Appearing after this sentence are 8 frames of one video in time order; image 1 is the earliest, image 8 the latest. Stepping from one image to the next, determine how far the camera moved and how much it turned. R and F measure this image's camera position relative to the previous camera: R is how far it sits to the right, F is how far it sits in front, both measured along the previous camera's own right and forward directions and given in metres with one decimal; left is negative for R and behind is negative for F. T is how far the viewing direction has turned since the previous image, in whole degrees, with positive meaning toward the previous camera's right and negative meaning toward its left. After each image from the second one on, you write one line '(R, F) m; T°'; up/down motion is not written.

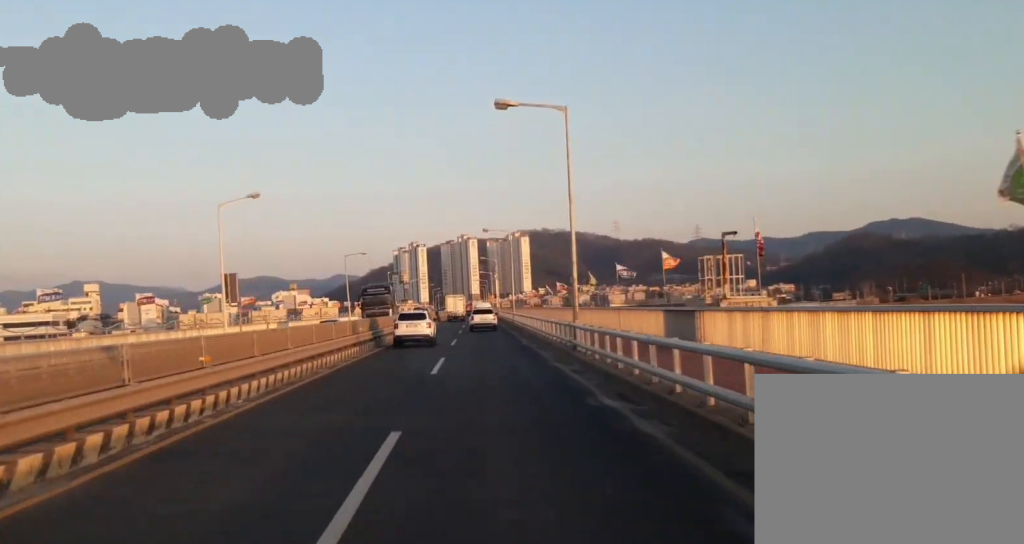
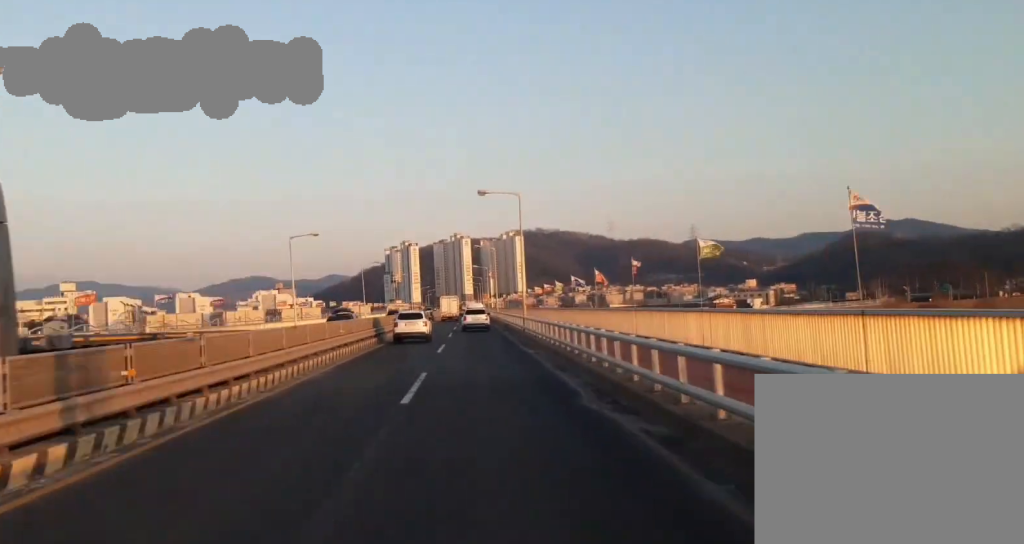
(0.0, +26.5) m; 0°
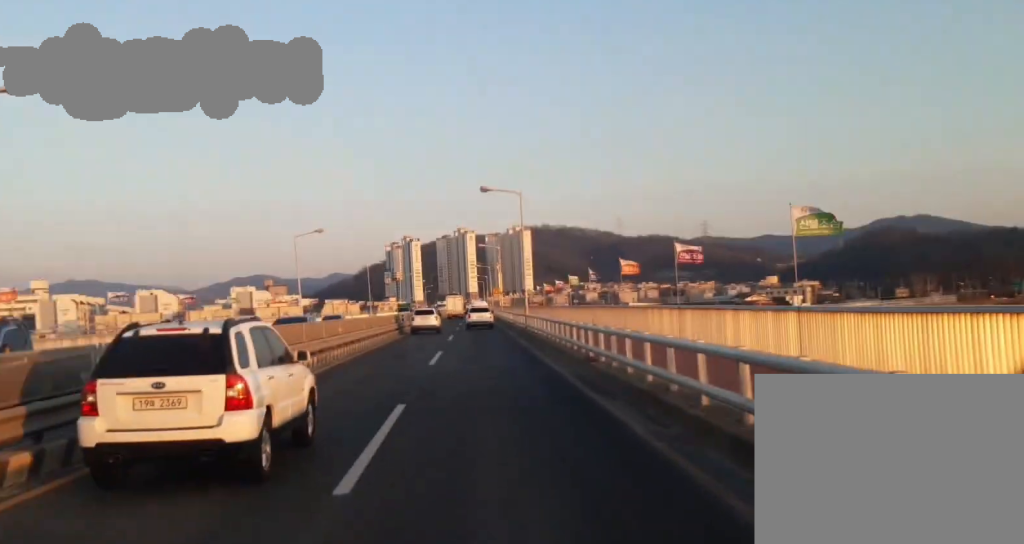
(0.0, +51.1) m; 0°
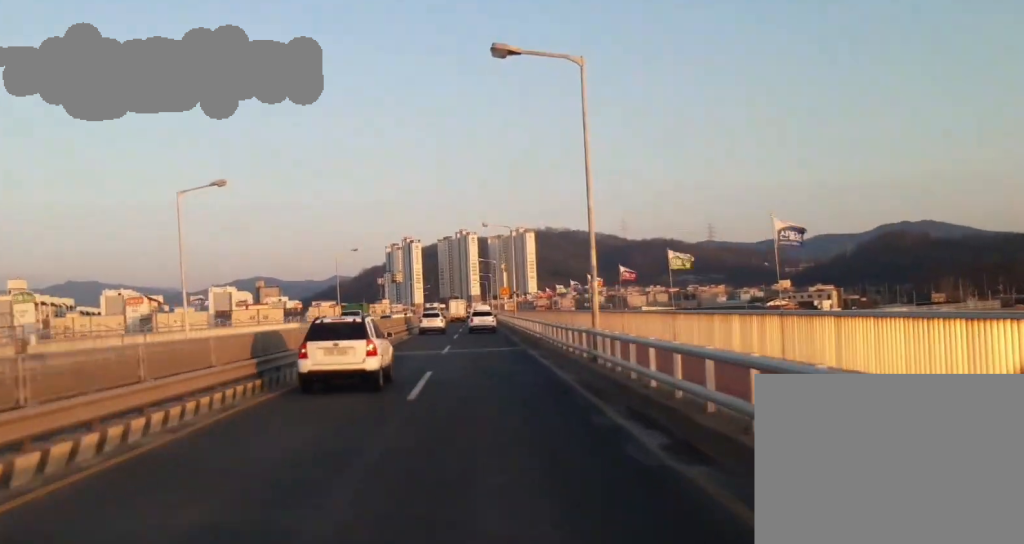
(0.0, +32.2) m; 0°
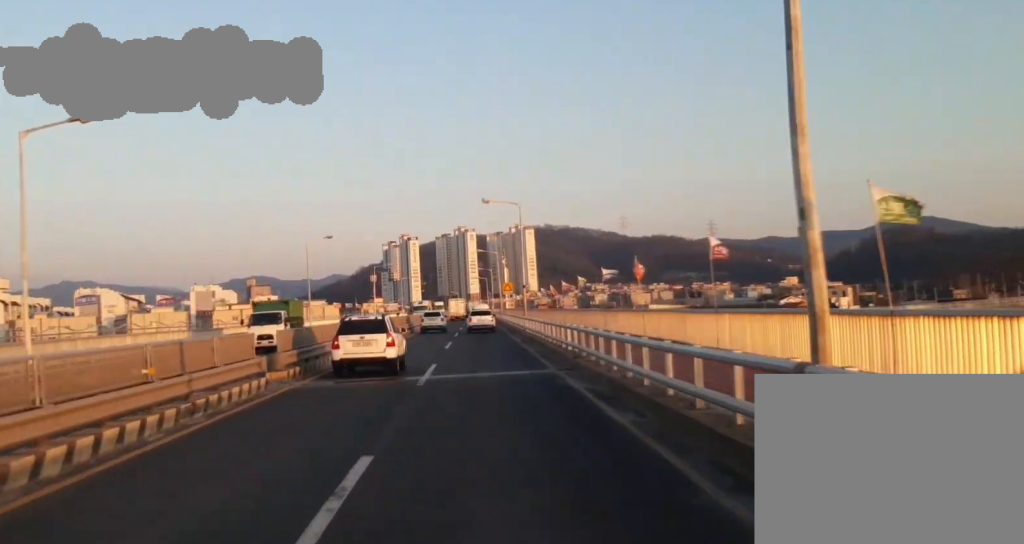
(0.0, +15.5) m; 0°
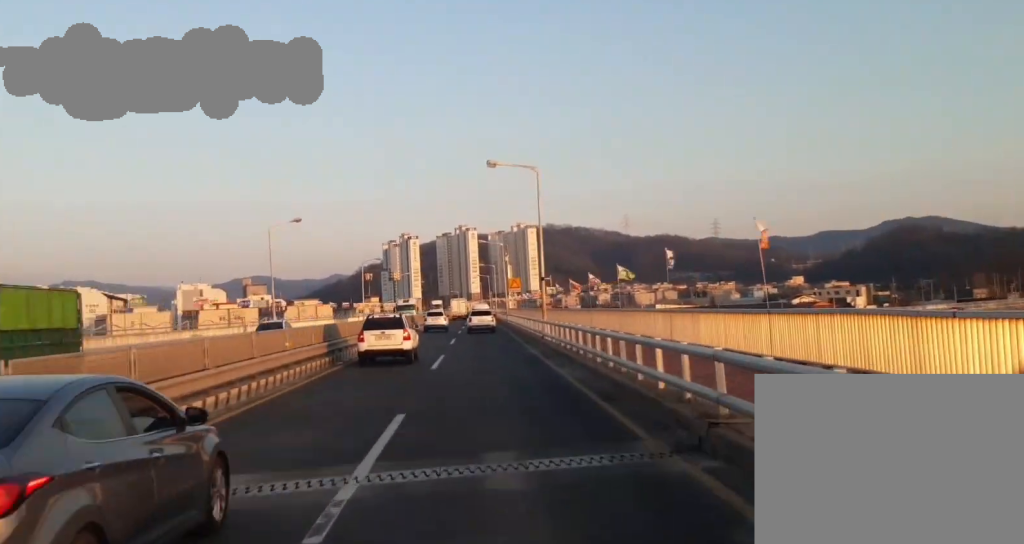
(0.0, +15.5) m; 0°
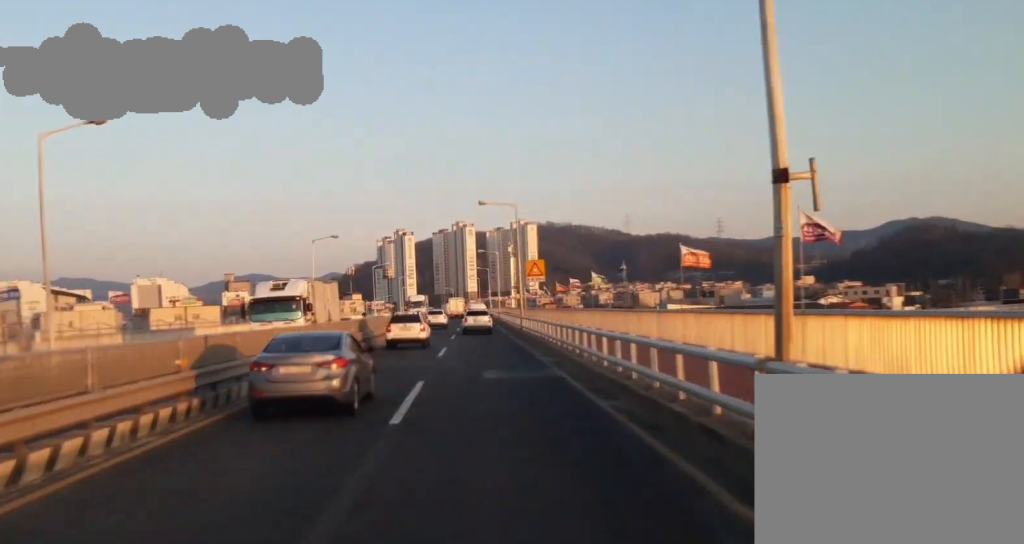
(-0.2, +34.1) m; 0°
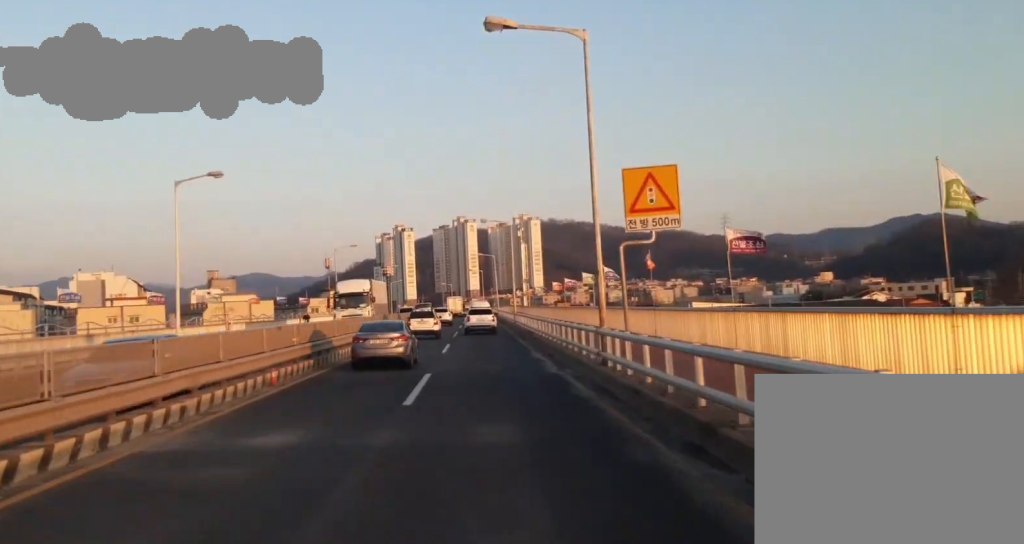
(0.0, +37.1) m; 0°
